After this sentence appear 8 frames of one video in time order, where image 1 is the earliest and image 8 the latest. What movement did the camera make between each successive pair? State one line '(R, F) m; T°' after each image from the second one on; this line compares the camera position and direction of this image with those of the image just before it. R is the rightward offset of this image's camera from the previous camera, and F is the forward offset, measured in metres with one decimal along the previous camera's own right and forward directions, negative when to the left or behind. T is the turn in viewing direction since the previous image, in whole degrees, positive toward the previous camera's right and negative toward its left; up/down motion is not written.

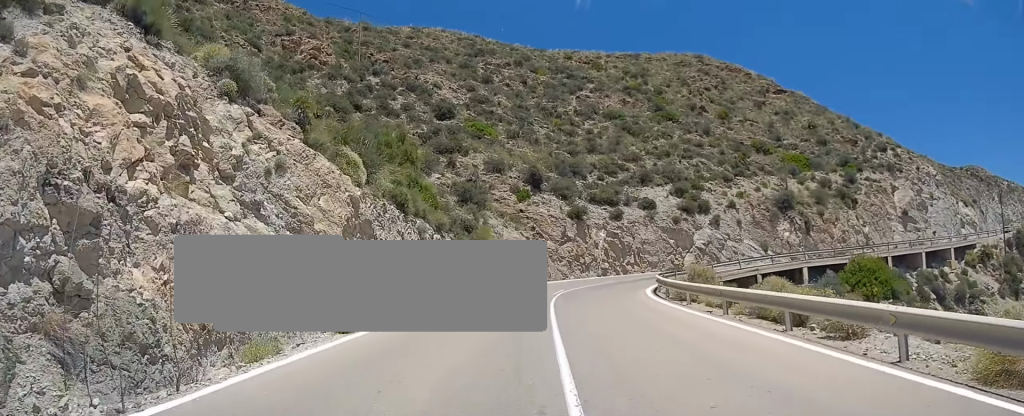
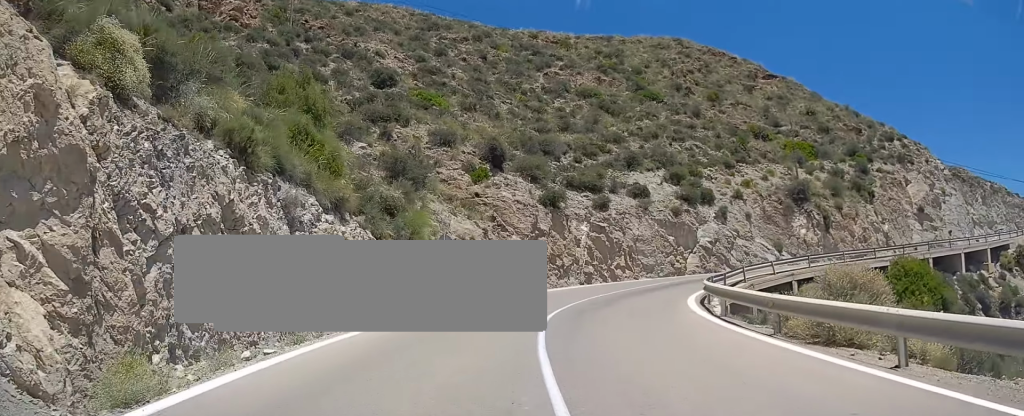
(+0.5, +12.6) m; +6°
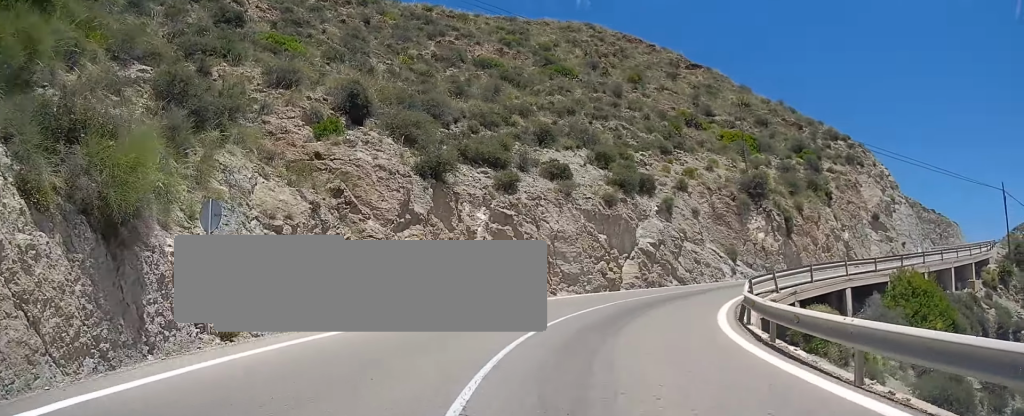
(+0.9, +13.0) m; +10°
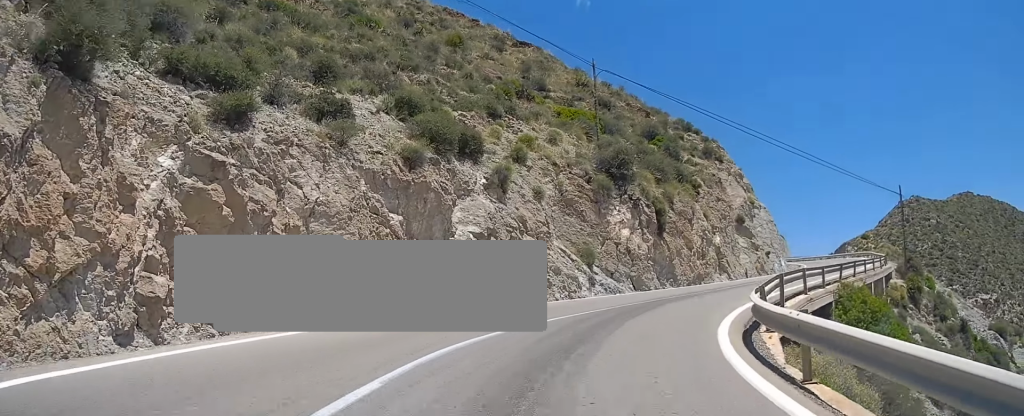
(+1.3, +12.6) m; +17°
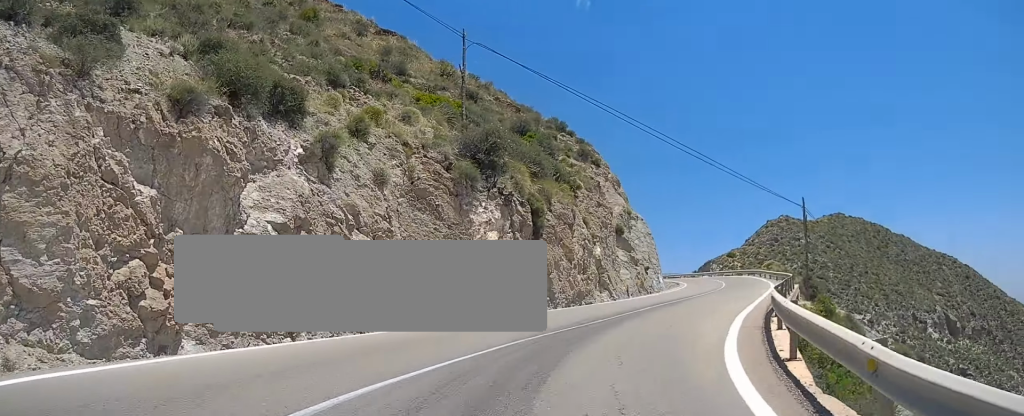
(+0.7, +6.7) m; +10°
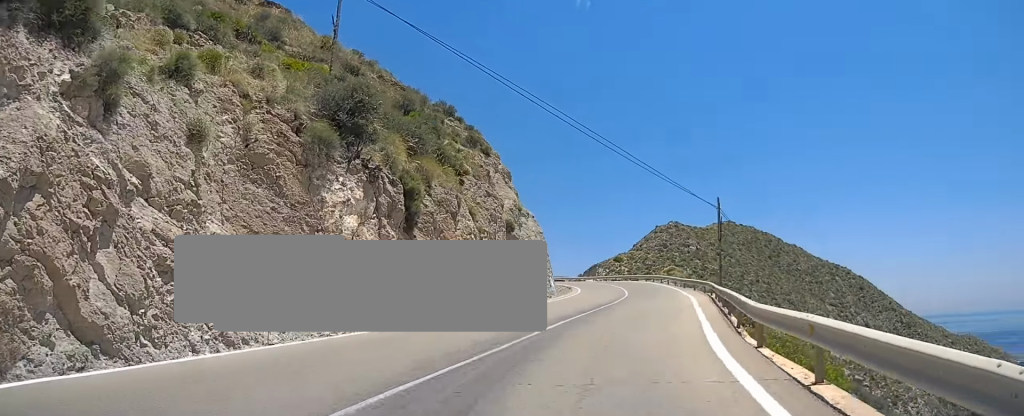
(+0.6, +5.6) m; +8°
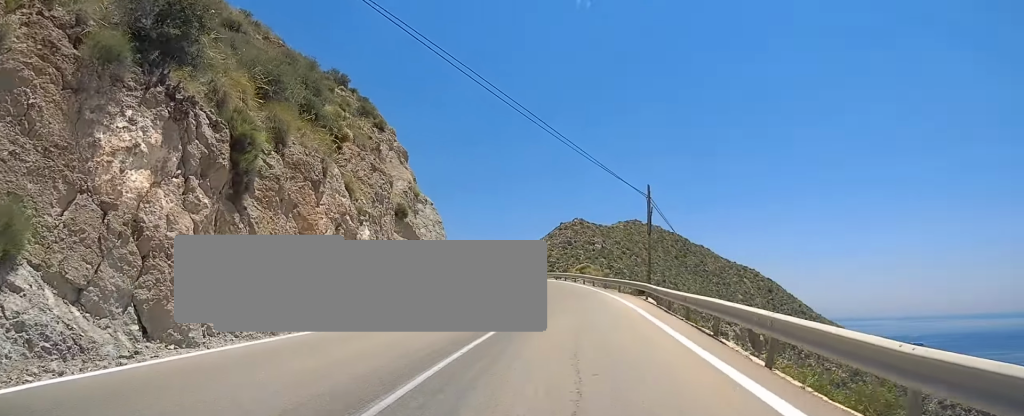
(+0.5, +6.5) m; +7°
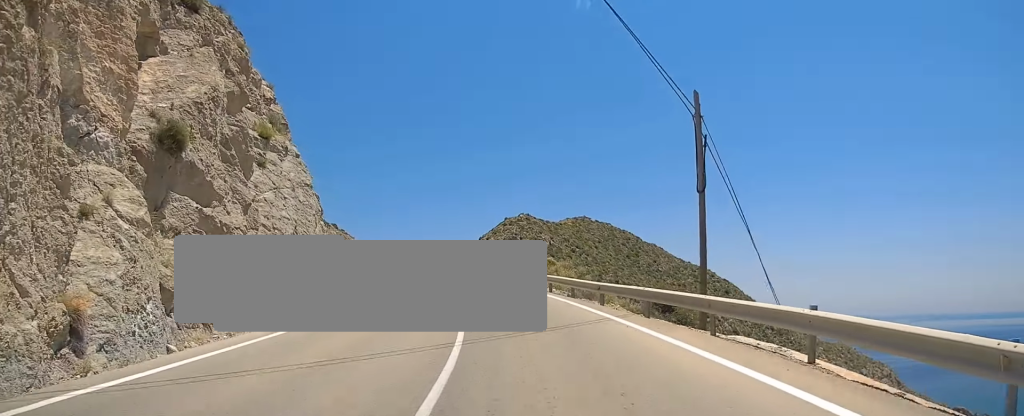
(+2.7, +19.4) m; +10°
